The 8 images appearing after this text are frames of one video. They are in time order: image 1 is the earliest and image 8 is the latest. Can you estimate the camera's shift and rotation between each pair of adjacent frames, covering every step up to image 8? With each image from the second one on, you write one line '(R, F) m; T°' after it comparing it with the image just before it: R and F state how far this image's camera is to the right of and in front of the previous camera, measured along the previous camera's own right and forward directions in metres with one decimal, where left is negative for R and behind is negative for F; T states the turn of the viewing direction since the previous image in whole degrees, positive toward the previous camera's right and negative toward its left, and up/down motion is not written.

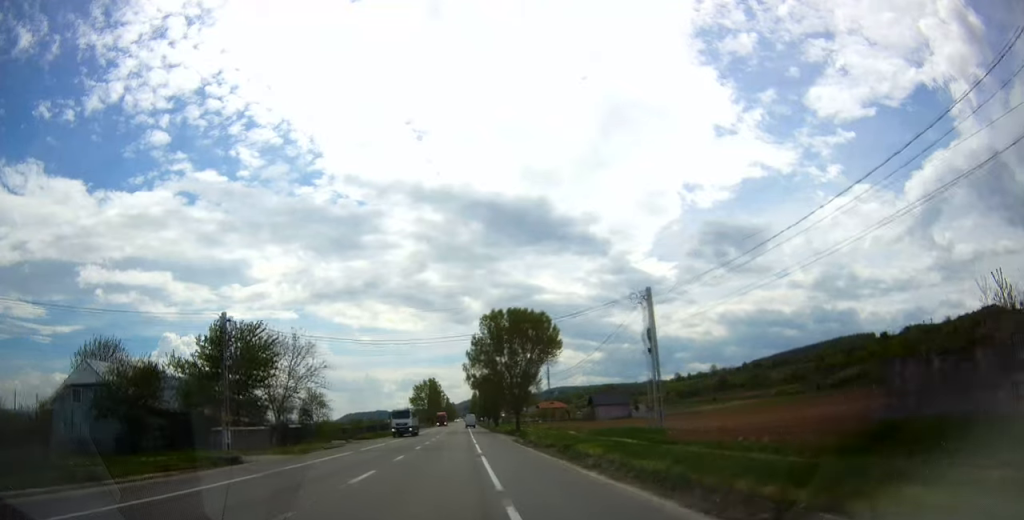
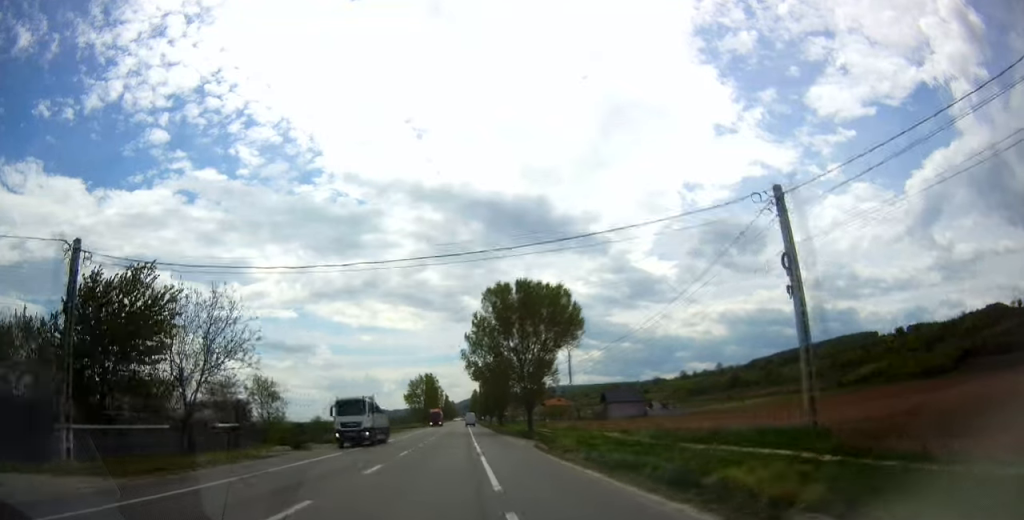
(0.0, +16.1) m; 0°
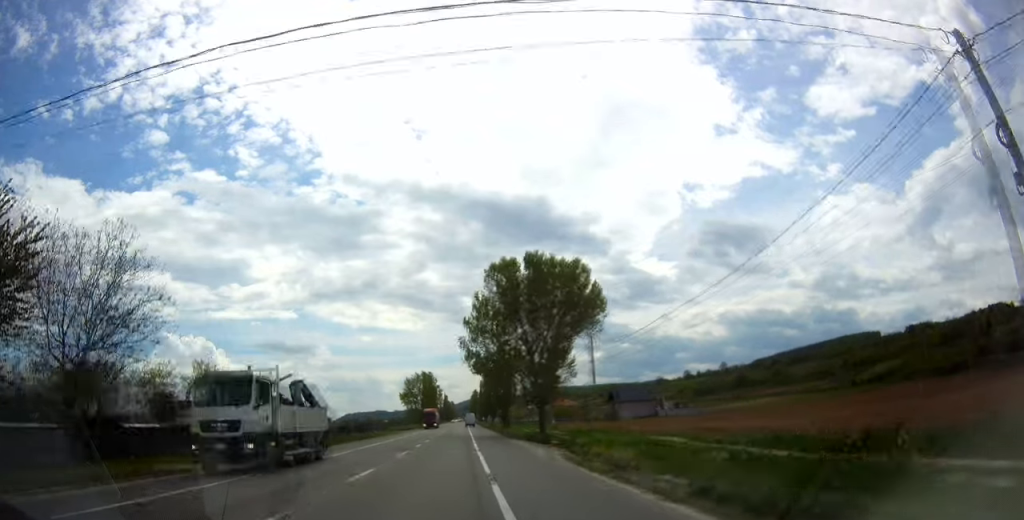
(0.0, +10.7) m; 0°
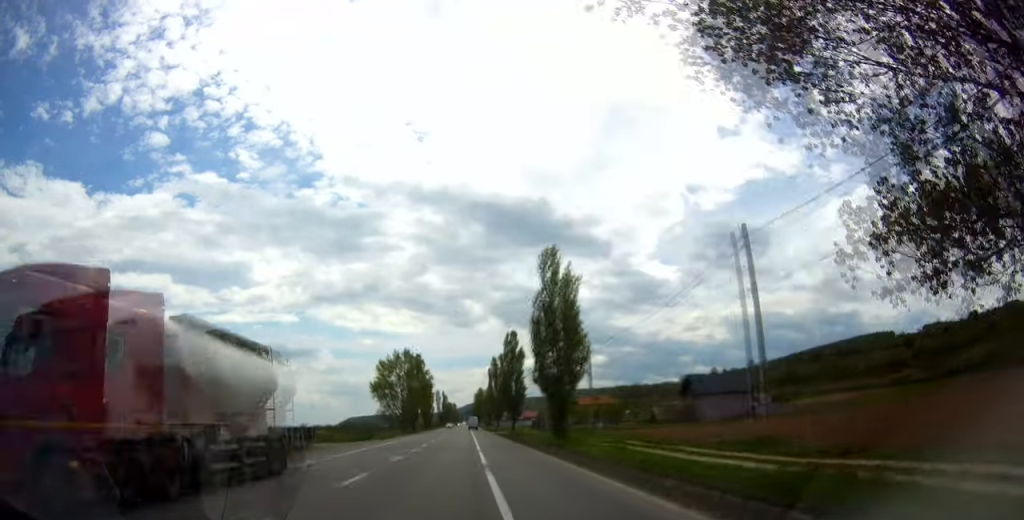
(+0.2, +55.5) m; 0°
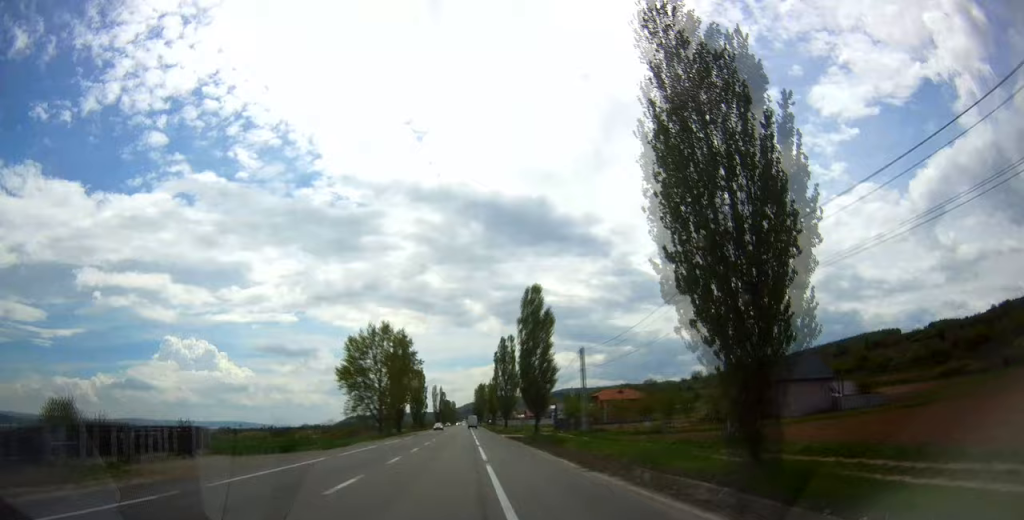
(0.0, +28.7) m; 0°
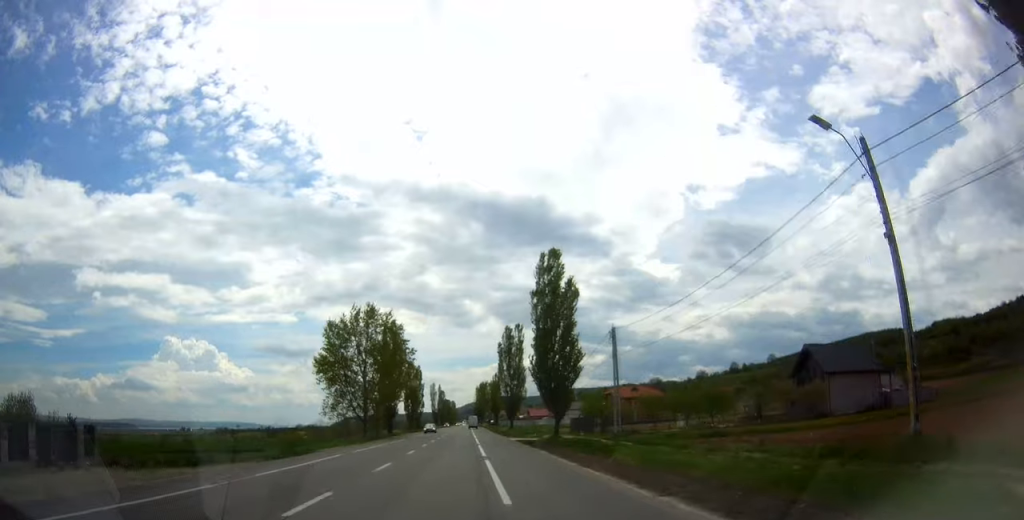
(+0.2, +12.7) m; 0°
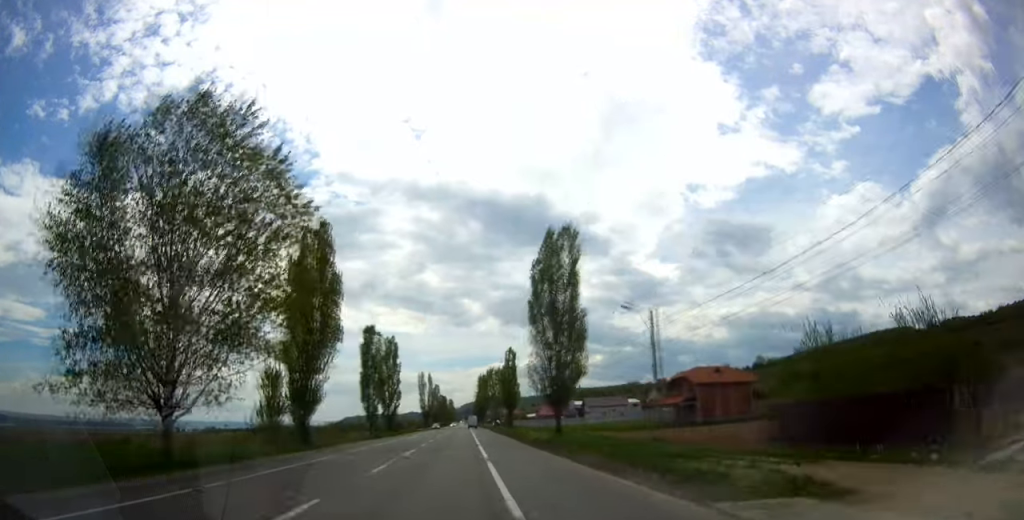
(-0.5, +47.0) m; 0°
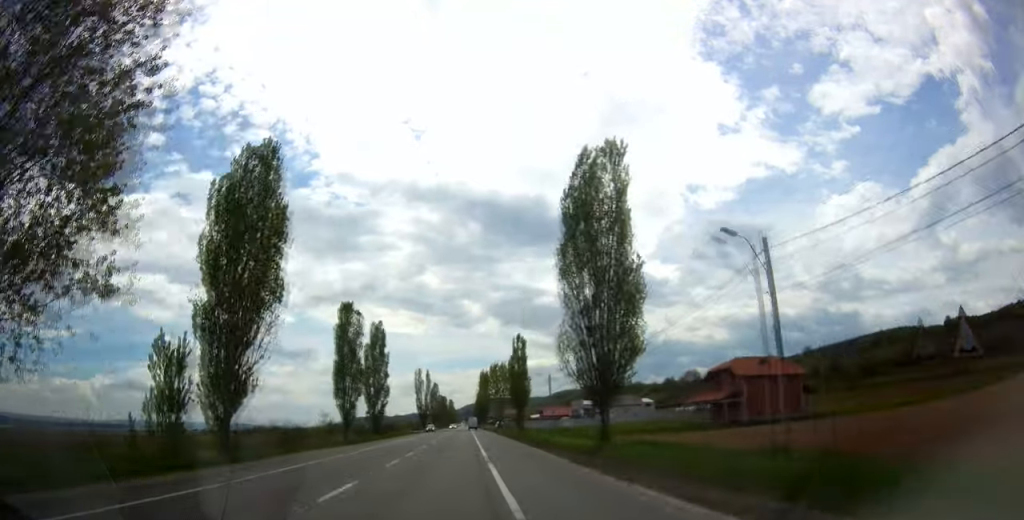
(+0.1, +14.4) m; 0°
